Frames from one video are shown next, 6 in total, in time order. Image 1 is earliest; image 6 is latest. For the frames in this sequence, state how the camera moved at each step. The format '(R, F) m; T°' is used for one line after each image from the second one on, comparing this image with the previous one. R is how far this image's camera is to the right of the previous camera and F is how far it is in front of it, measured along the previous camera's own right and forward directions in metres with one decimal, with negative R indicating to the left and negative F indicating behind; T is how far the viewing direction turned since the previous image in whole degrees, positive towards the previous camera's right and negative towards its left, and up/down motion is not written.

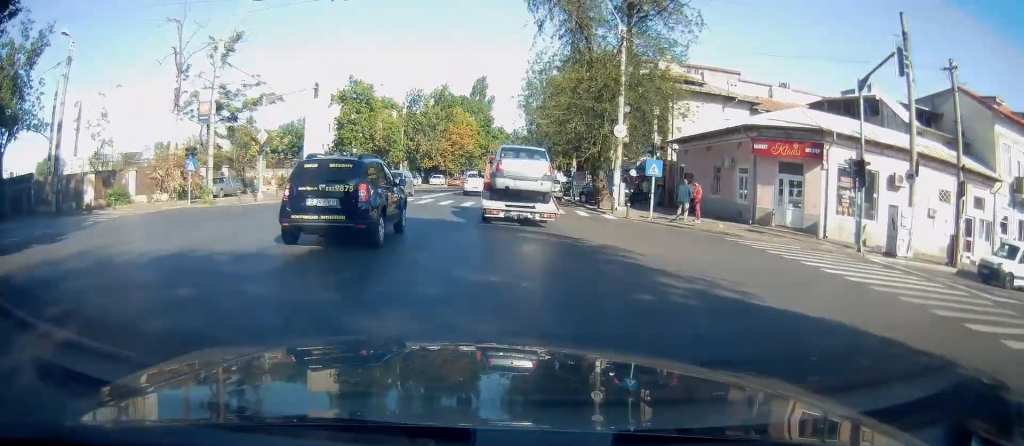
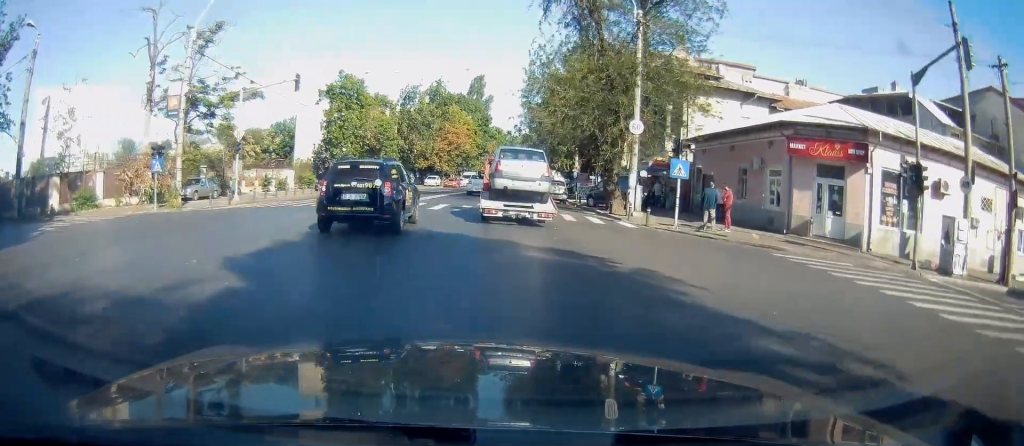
(+0.1, +3.1) m; 0°
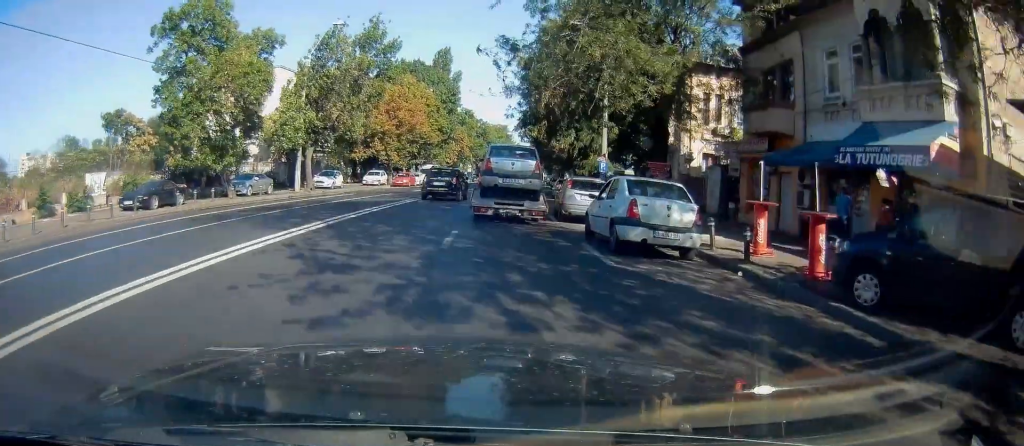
(-0.7, +25.4) m; -1°
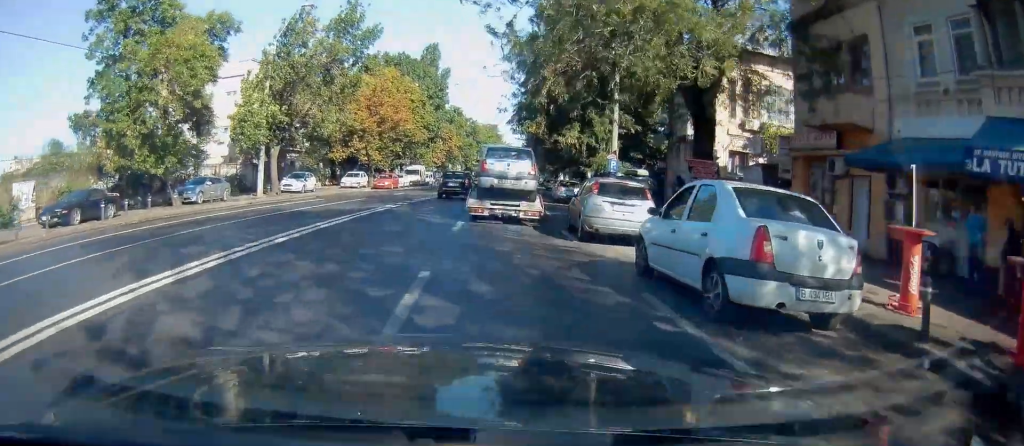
(-0.1, +5.8) m; +1°
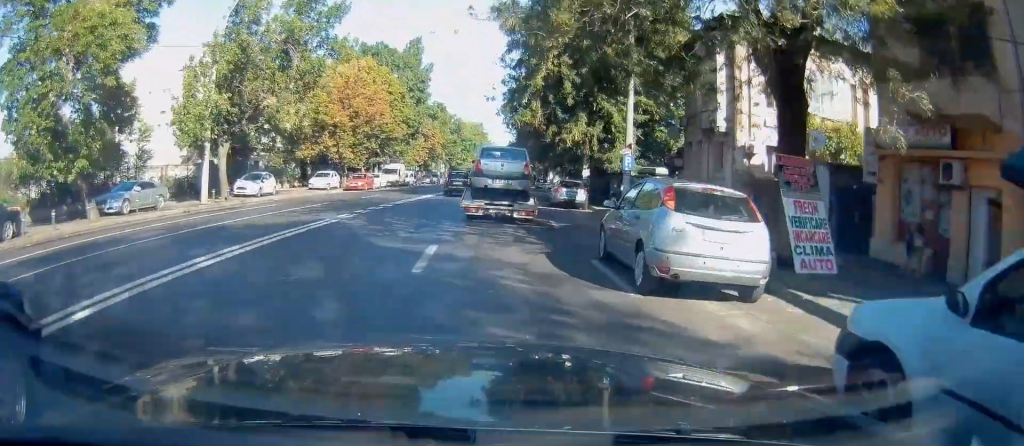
(0.0, +6.2) m; +2°
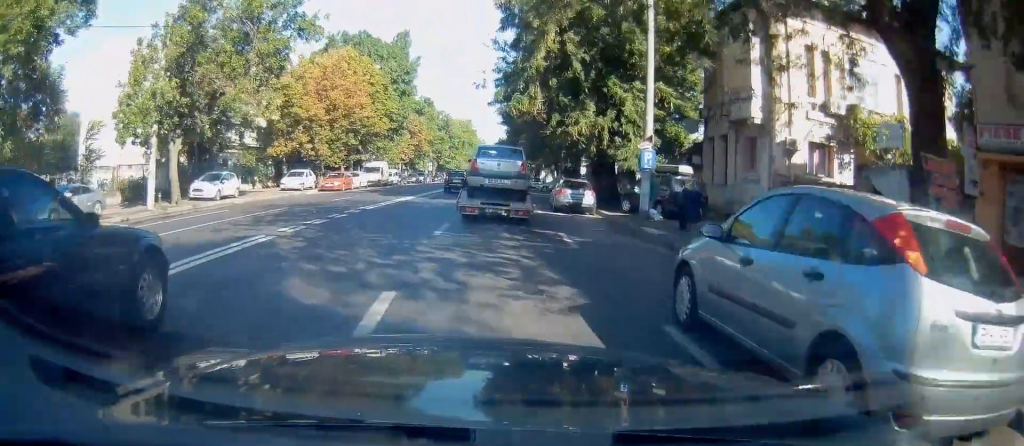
(+0.1, +4.7) m; +2°
